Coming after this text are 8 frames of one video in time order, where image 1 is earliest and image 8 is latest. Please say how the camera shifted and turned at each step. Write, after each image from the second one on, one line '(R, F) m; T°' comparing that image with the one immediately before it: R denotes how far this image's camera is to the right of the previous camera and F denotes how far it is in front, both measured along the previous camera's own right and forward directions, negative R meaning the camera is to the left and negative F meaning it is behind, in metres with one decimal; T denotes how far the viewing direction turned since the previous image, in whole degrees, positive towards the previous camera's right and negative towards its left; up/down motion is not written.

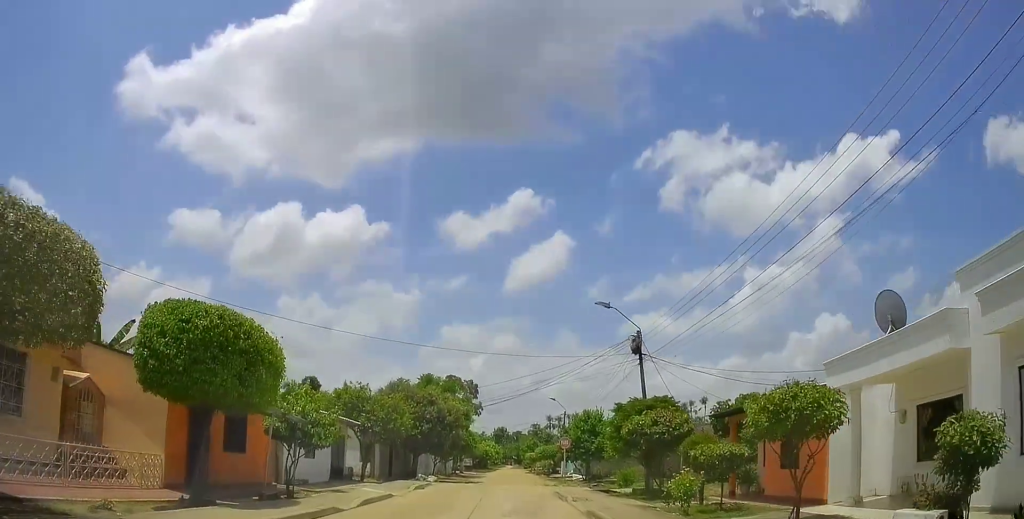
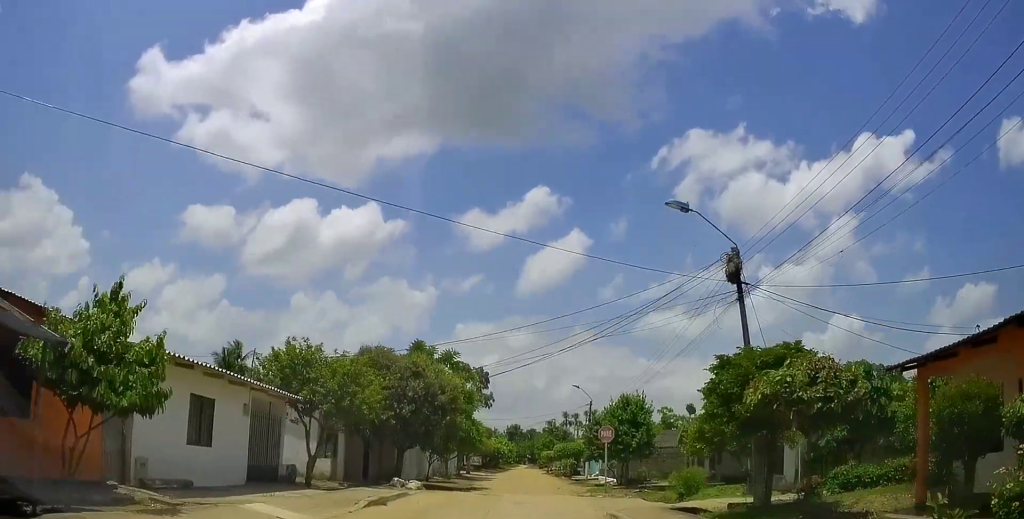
(+0.7, +9.8) m; -1°
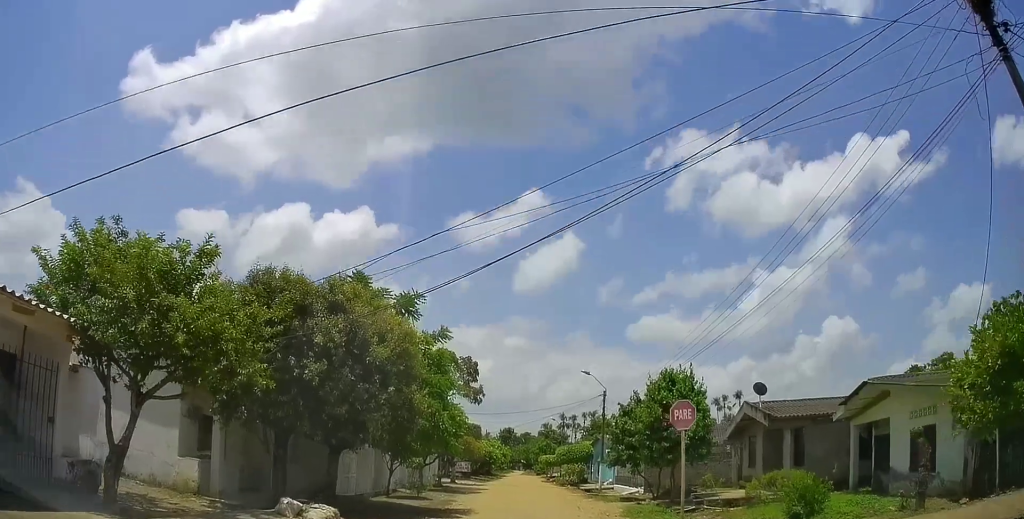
(0.0, +11.0) m; +7°
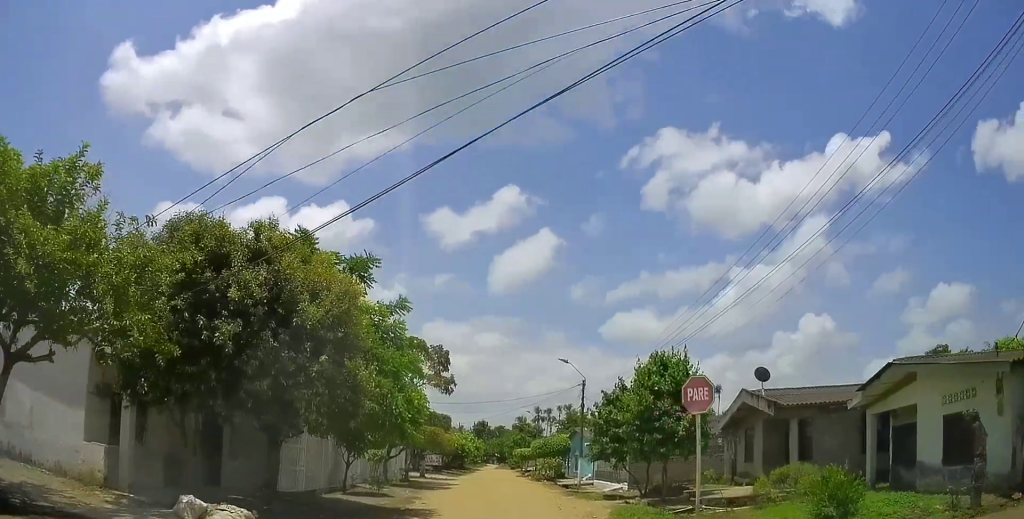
(+0.1, +2.8) m; +2°
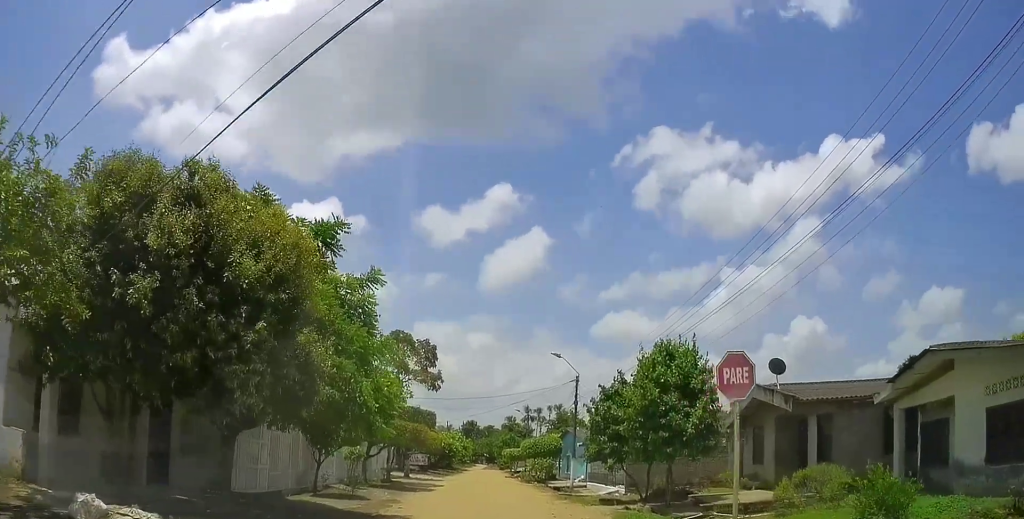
(0.0, +2.1) m; 0°
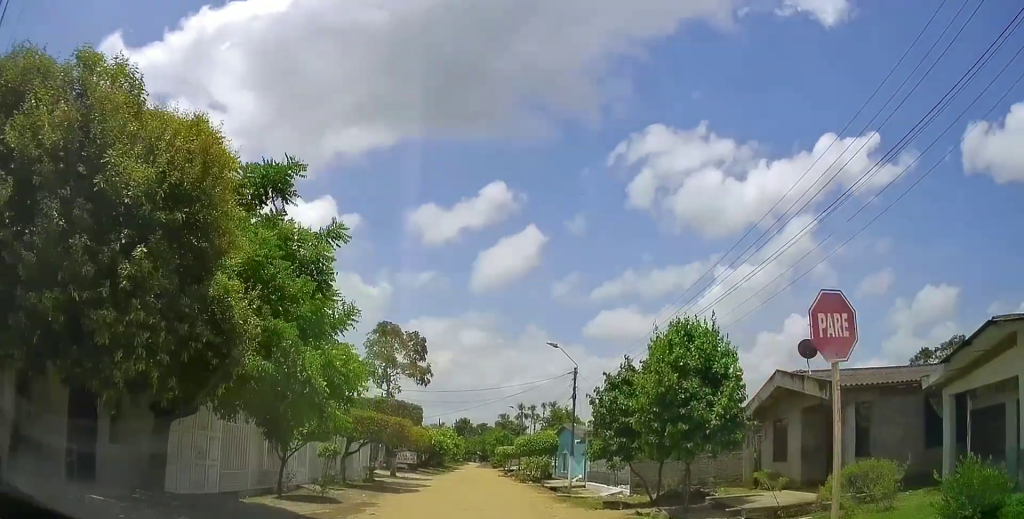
(+0.1, +2.6) m; -4°
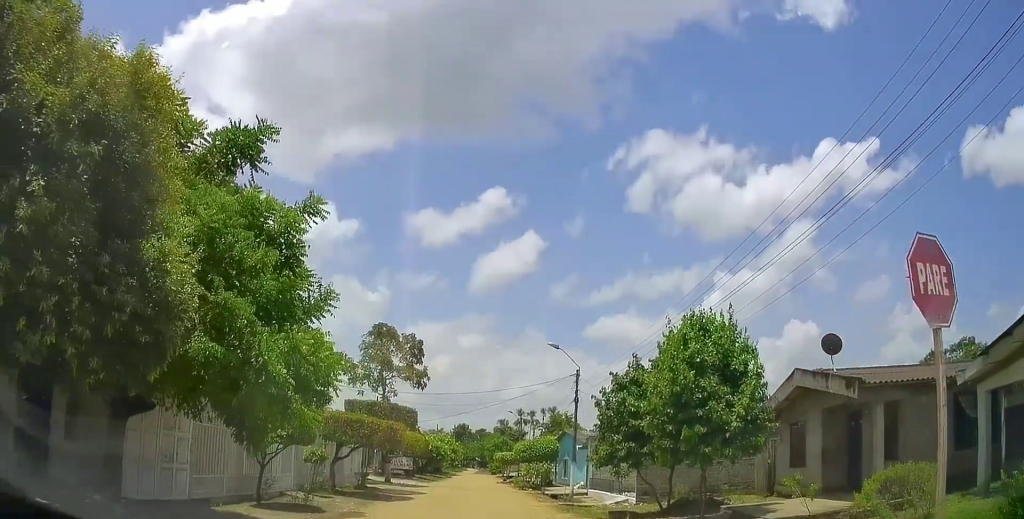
(-0.1, +1.6) m; -1°
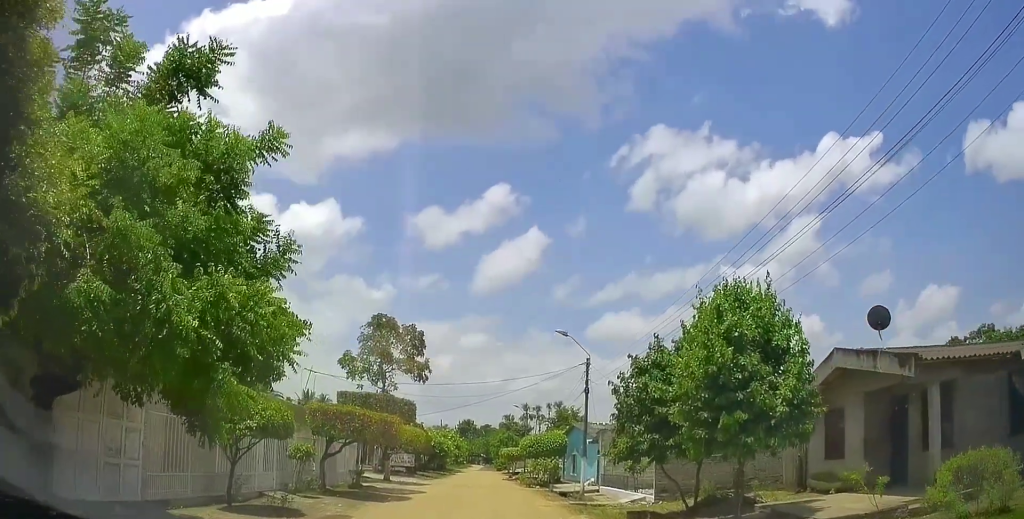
(-0.3, +2.3) m; +1°
